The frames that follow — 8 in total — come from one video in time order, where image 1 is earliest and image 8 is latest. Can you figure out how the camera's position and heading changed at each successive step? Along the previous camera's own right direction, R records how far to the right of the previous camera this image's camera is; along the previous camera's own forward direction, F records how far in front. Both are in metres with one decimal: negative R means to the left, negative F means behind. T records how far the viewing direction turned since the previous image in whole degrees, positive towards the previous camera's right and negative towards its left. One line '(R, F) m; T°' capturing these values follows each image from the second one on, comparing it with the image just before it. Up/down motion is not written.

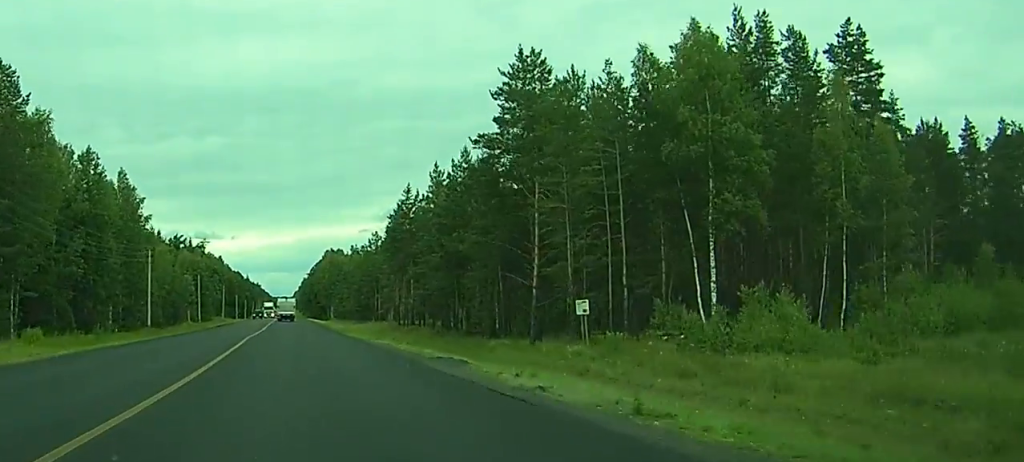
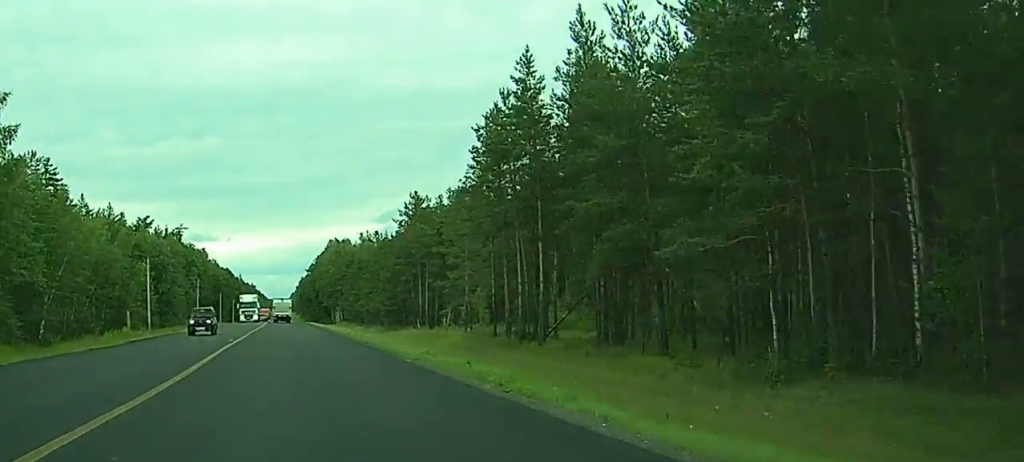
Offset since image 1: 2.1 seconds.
(-0.1, +53.8) m; 0°
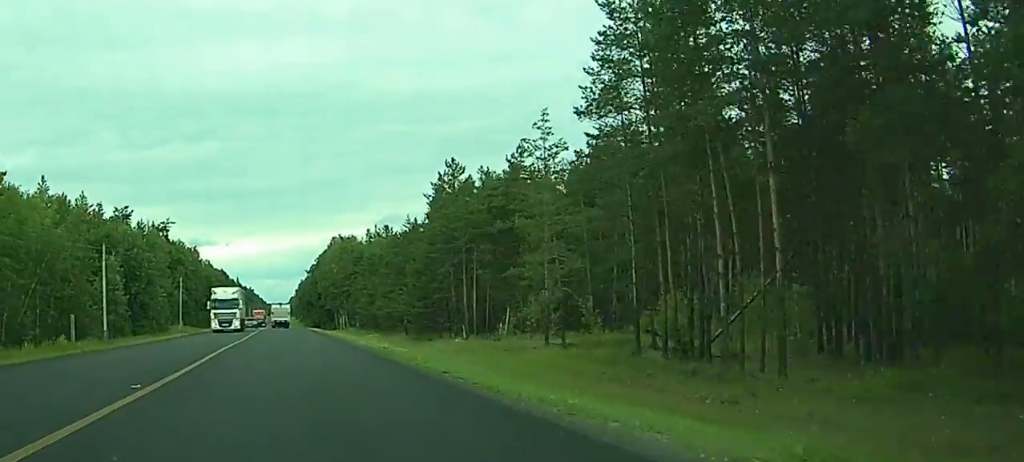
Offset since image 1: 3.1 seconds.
(-0.1, +24.7) m; 0°
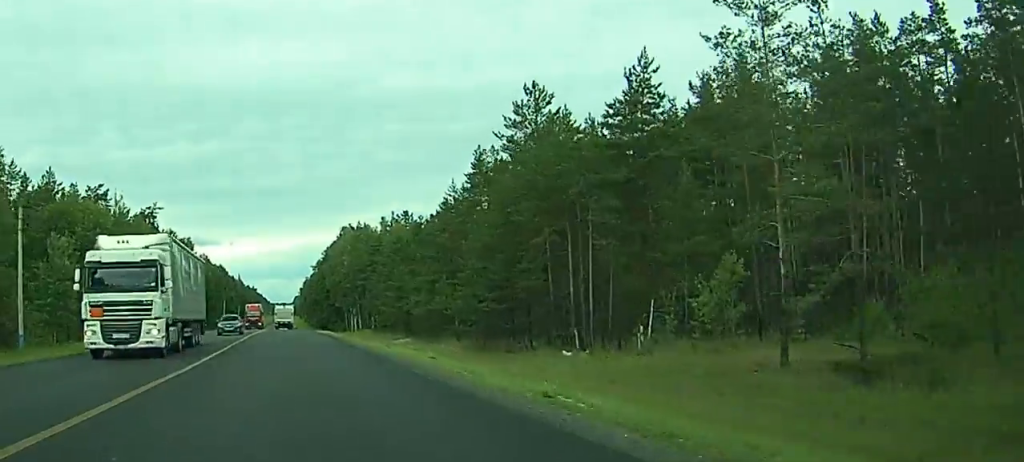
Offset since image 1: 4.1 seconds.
(-0.1, +26.3) m; 0°
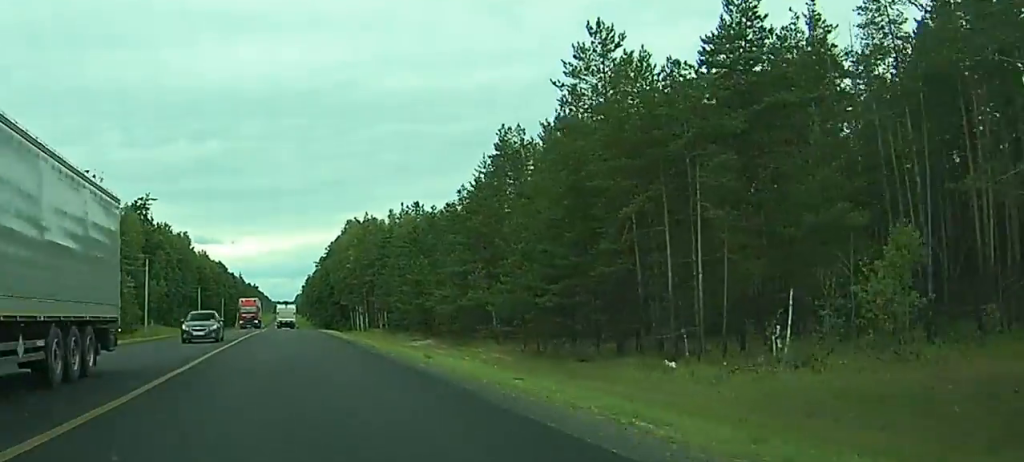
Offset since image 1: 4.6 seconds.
(0.0, +11.8) m; 0°
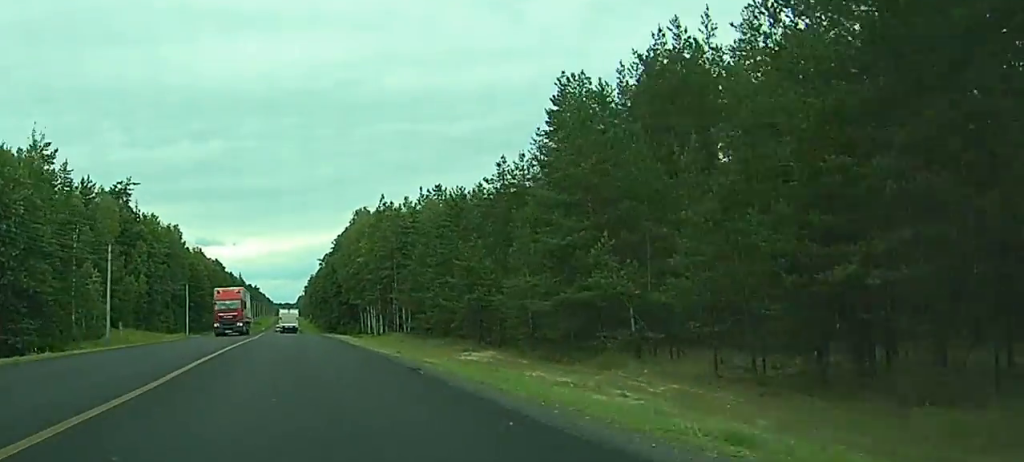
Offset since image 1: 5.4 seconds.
(0.0, +22.0) m; 0°
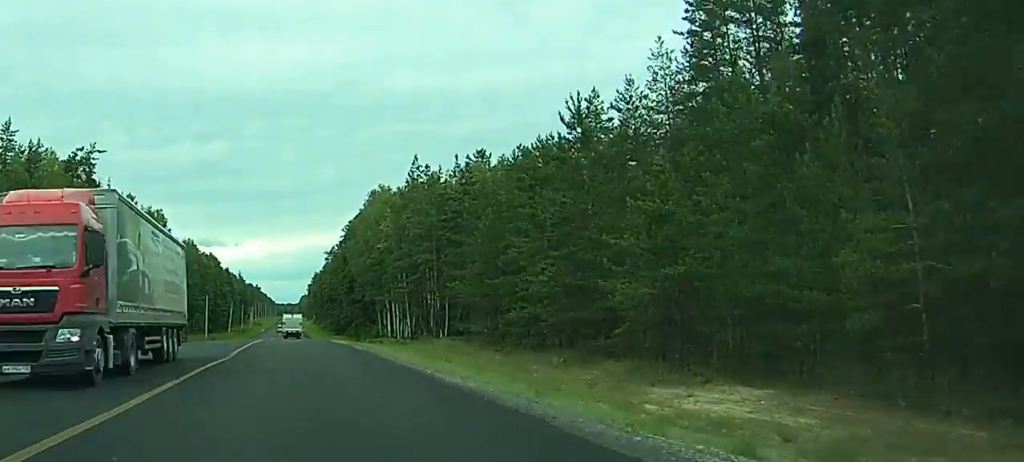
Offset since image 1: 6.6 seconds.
(+0.1, +29.5) m; 0°
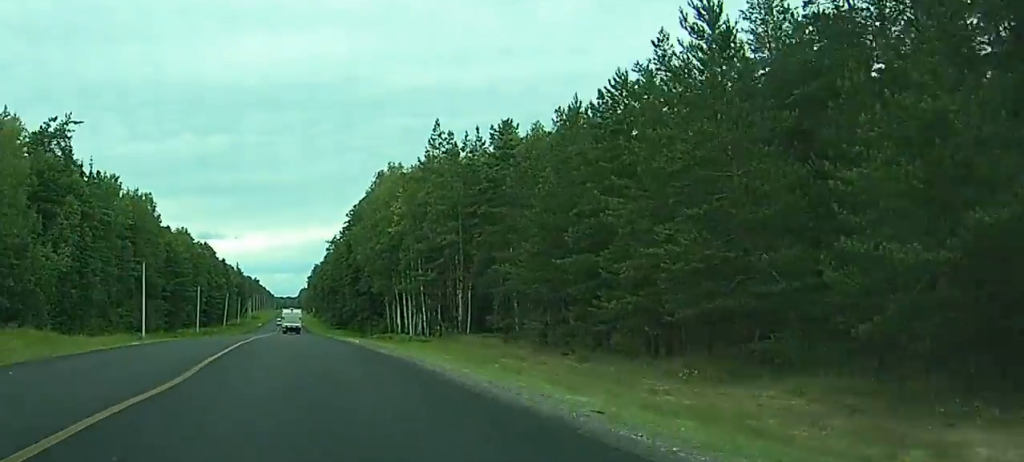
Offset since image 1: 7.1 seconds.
(0.0, +13.5) m; 0°
